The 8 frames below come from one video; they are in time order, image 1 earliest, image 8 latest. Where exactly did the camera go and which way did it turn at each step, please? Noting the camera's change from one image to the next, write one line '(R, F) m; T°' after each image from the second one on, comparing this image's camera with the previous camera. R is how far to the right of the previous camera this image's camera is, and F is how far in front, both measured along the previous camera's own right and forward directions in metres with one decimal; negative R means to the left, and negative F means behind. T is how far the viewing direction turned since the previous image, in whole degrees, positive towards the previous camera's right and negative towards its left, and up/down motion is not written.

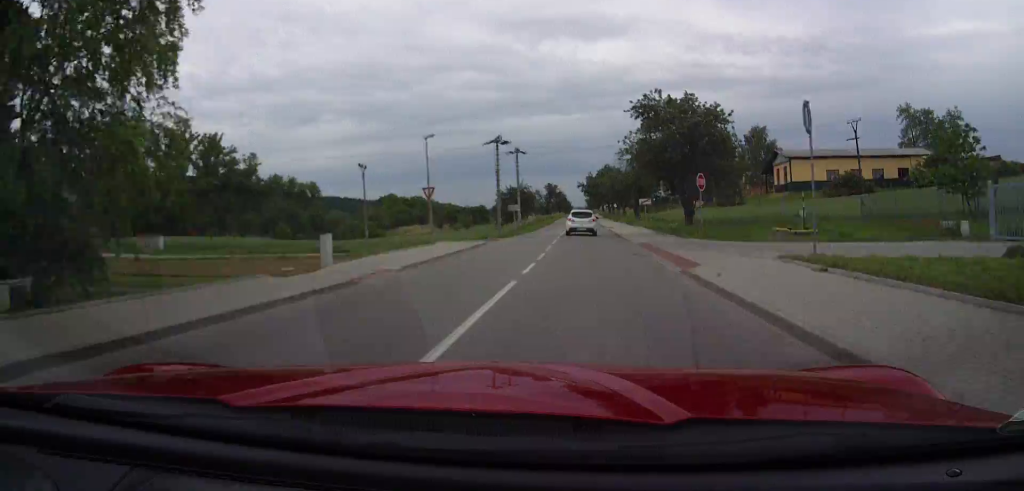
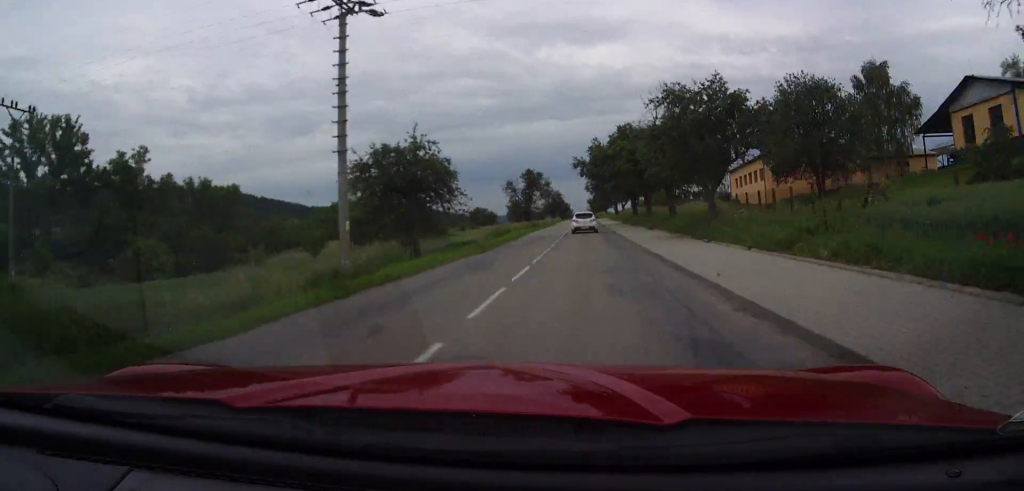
(-0.3, +51.3) m; -1°
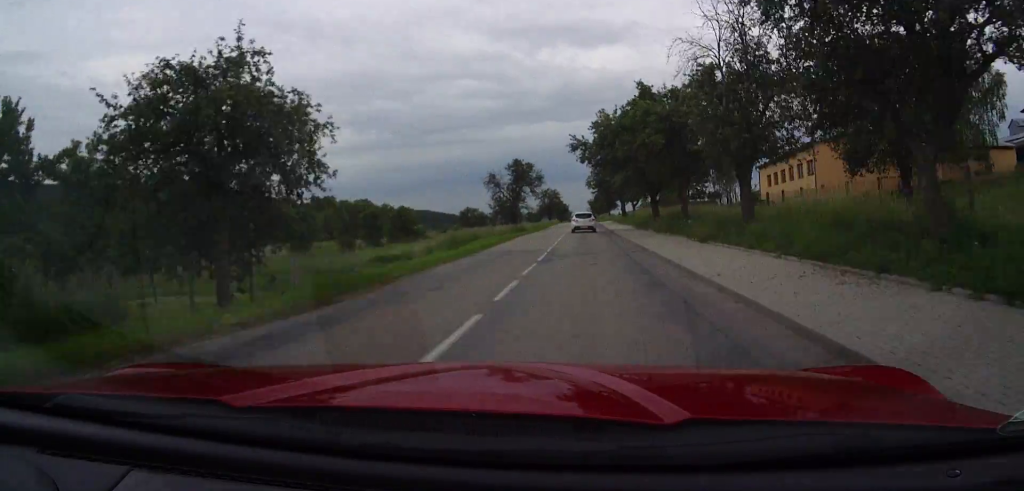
(0.0, +16.3) m; 0°
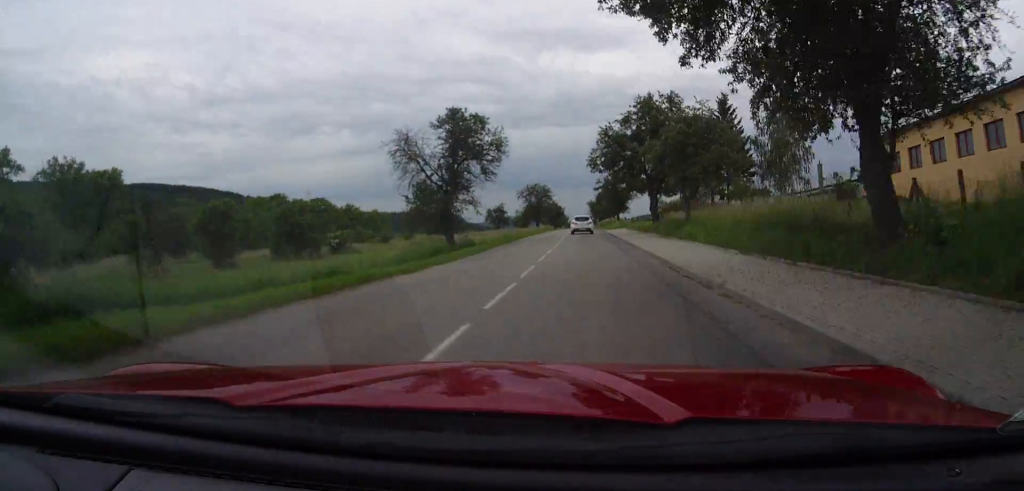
(+0.1, +32.8) m; 0°
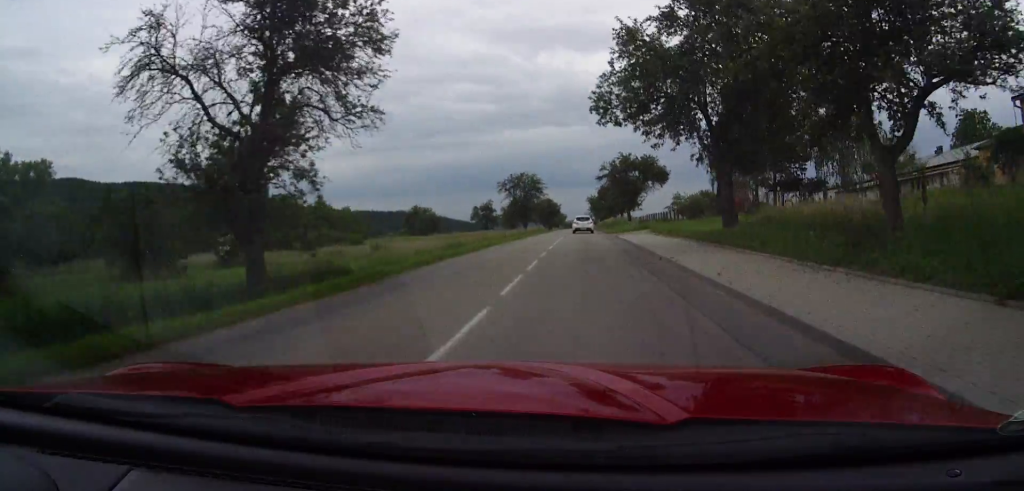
(+0.1, +21.2) m; 0°
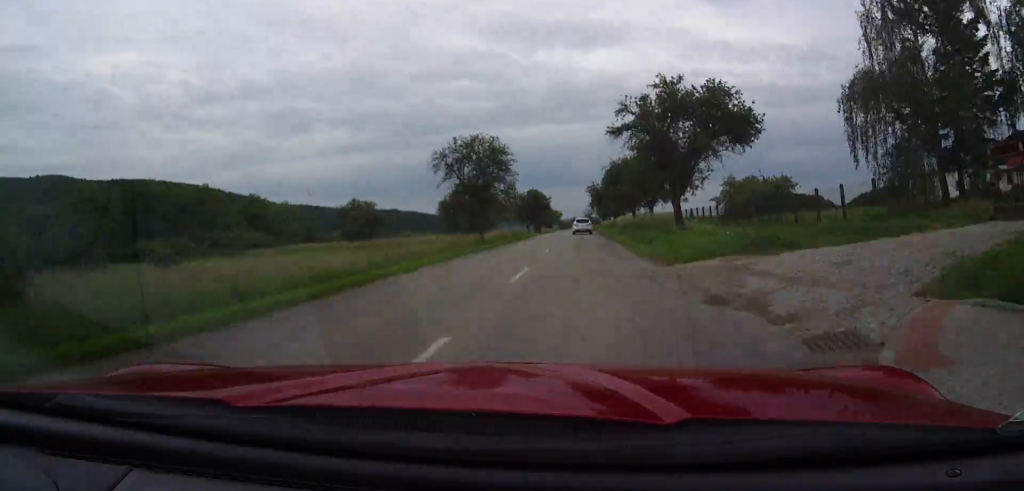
(0.0, +33.6) m; 0°
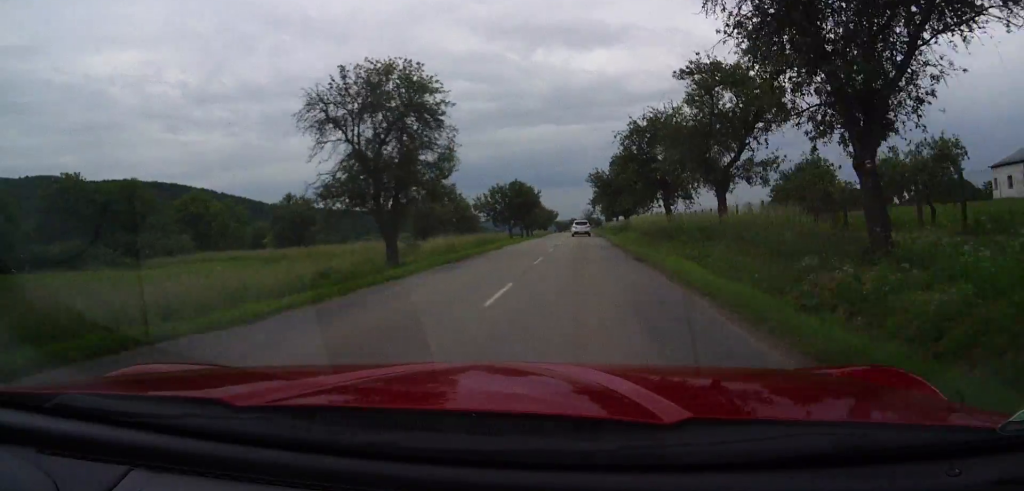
(0.0, +21.2) m; 0°
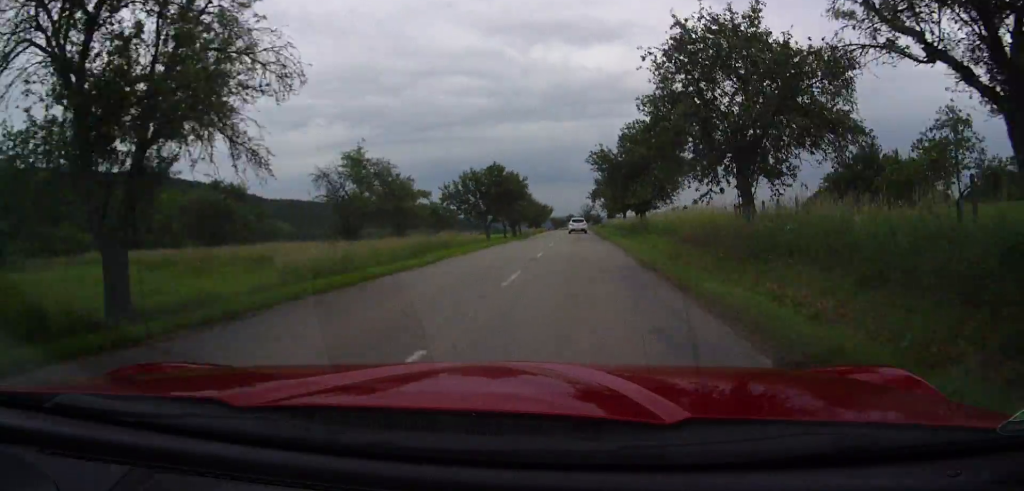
(0.0, +15.6) m; 0°
